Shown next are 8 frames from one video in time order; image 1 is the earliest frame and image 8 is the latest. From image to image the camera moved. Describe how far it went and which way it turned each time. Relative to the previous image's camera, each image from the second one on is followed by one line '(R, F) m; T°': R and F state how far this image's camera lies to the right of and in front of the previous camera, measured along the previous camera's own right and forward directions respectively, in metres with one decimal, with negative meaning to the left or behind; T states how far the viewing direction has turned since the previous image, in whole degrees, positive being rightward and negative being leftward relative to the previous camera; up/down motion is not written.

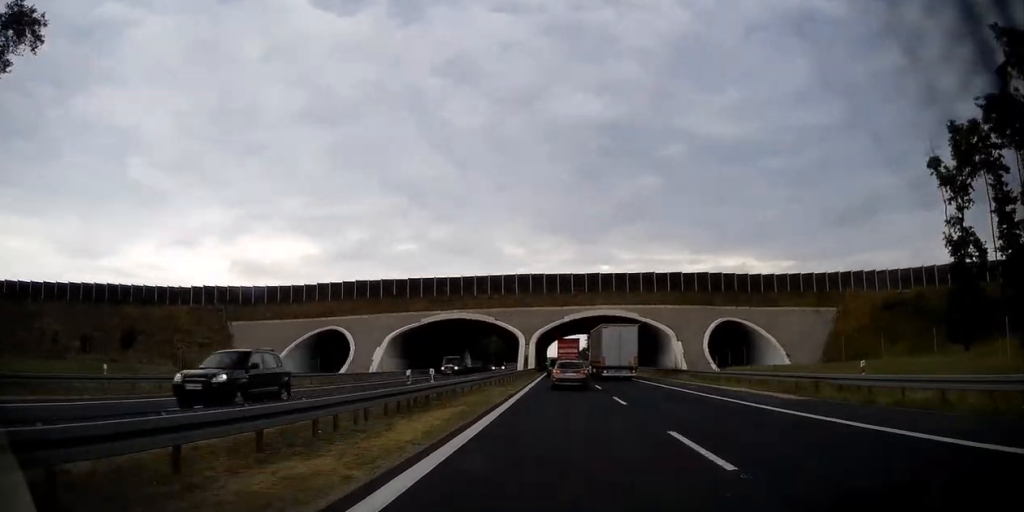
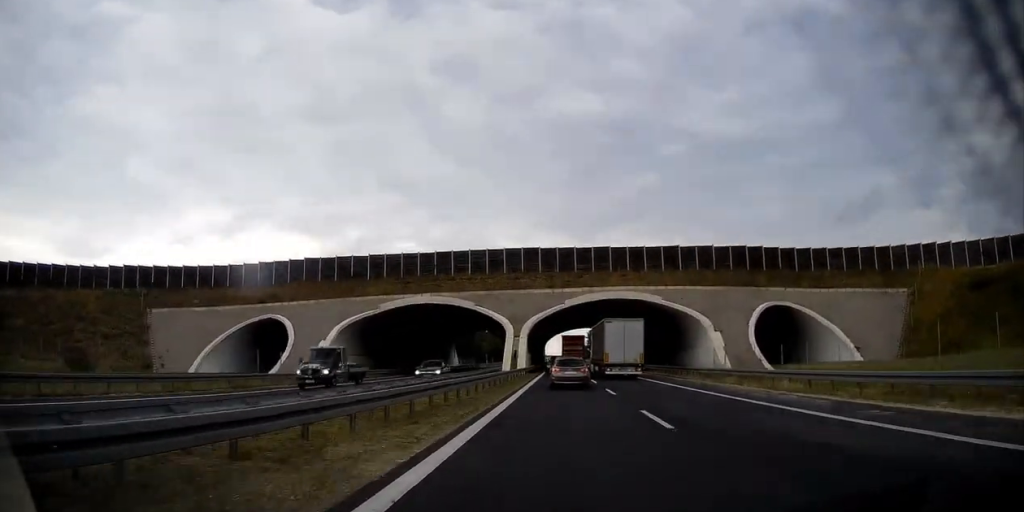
(0.0, +19.4) m; 0°
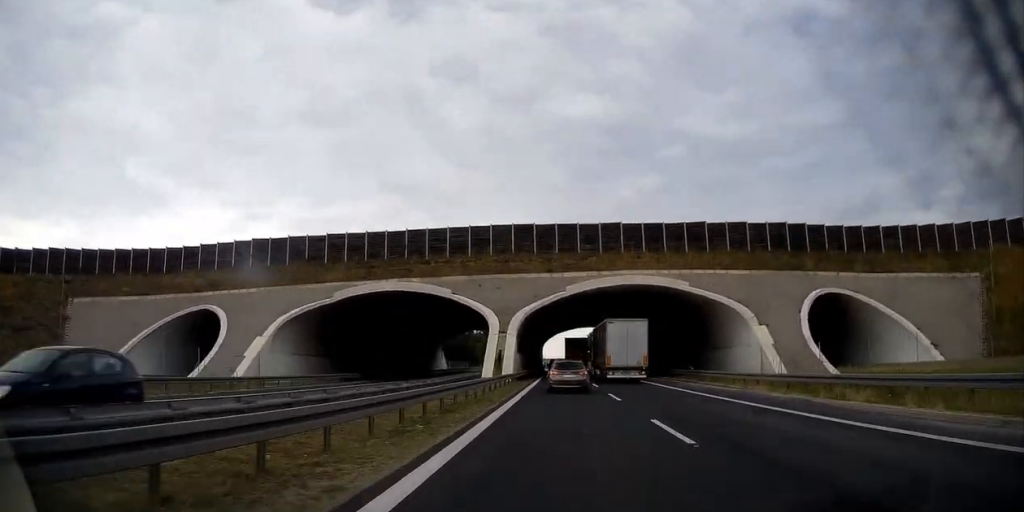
(0.0, +13.8) m; 0°
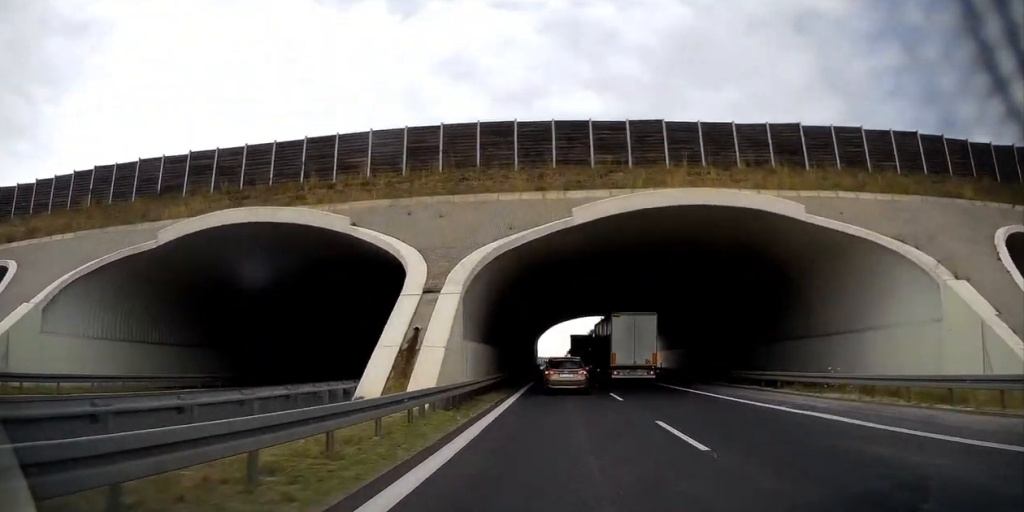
(0.0, +24.9) m; 0°
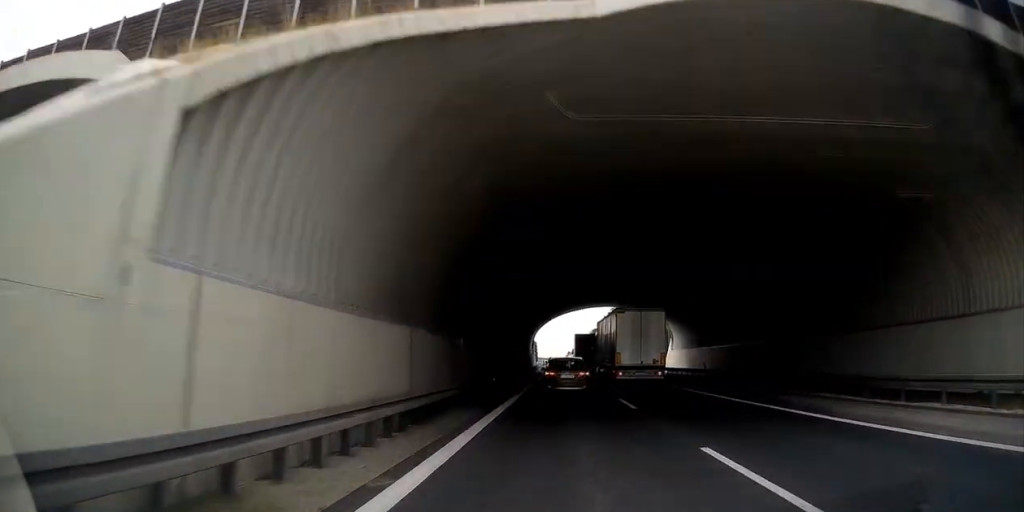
(-0.1, +15.6) m; 0°
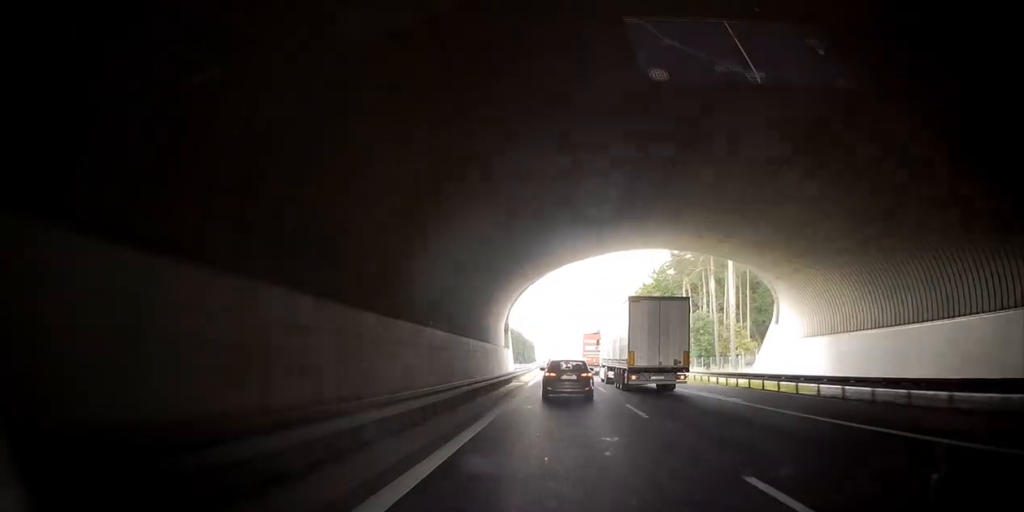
(+0.4, +38.5) m; 0°
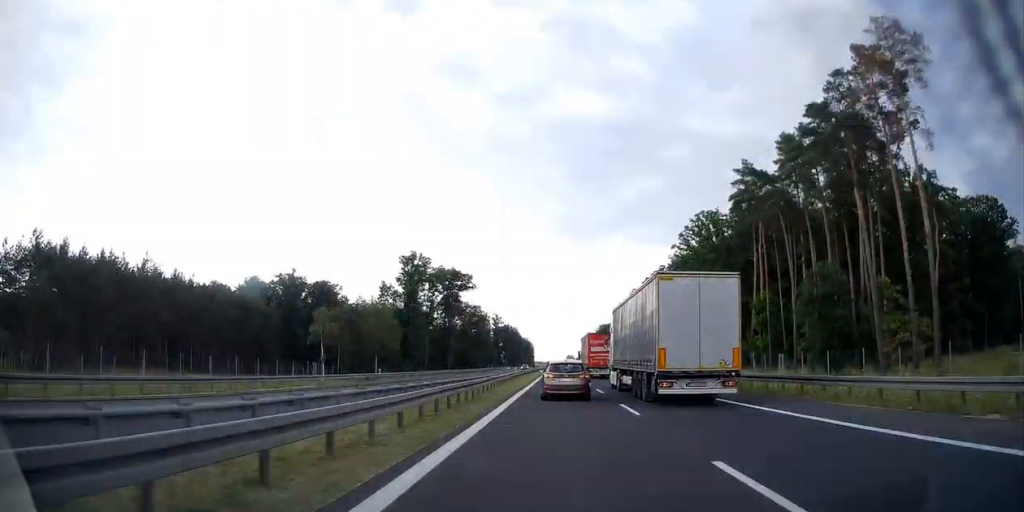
(-0.7, +46.5) m; 0°
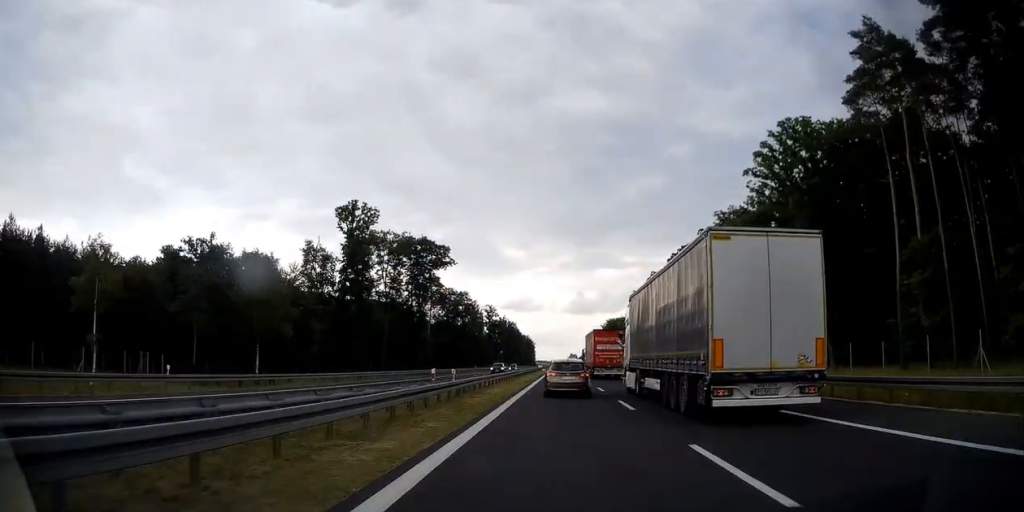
(+0.5, +34.1) m; +1°
